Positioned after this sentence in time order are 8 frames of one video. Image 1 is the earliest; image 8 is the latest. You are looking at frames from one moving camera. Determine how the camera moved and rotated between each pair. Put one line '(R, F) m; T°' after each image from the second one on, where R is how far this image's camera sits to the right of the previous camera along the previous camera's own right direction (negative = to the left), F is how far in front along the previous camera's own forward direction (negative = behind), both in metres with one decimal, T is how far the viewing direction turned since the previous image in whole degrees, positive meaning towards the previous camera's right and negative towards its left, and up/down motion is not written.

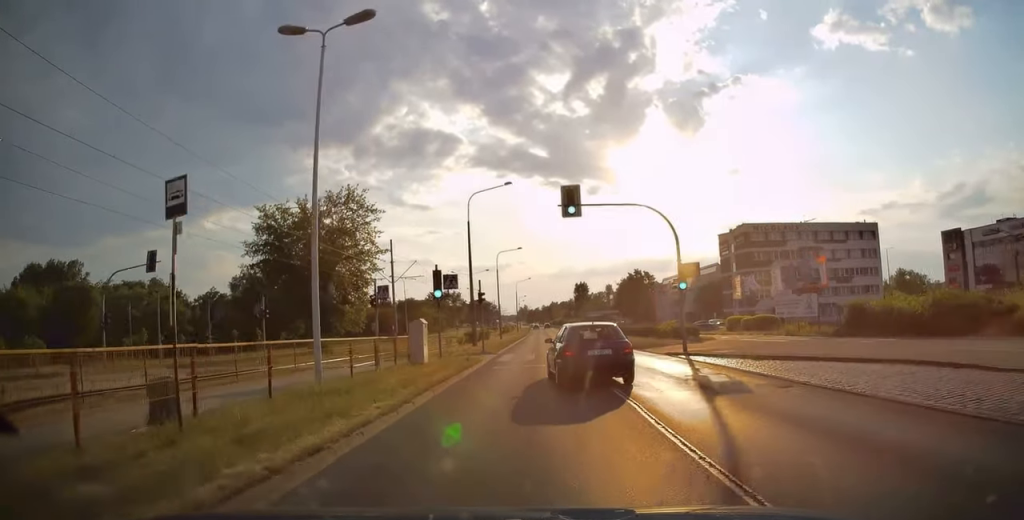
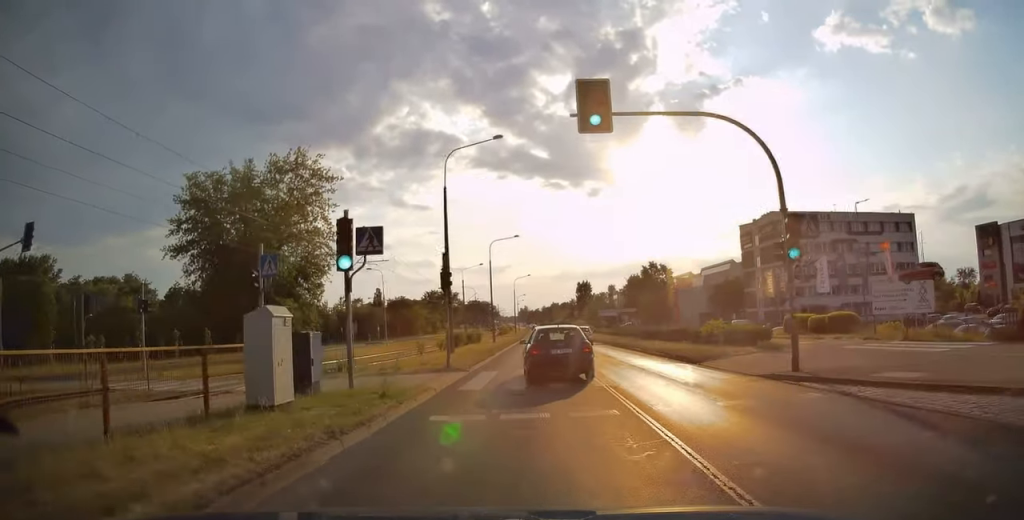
(-0.1, +11.3) m; 0°
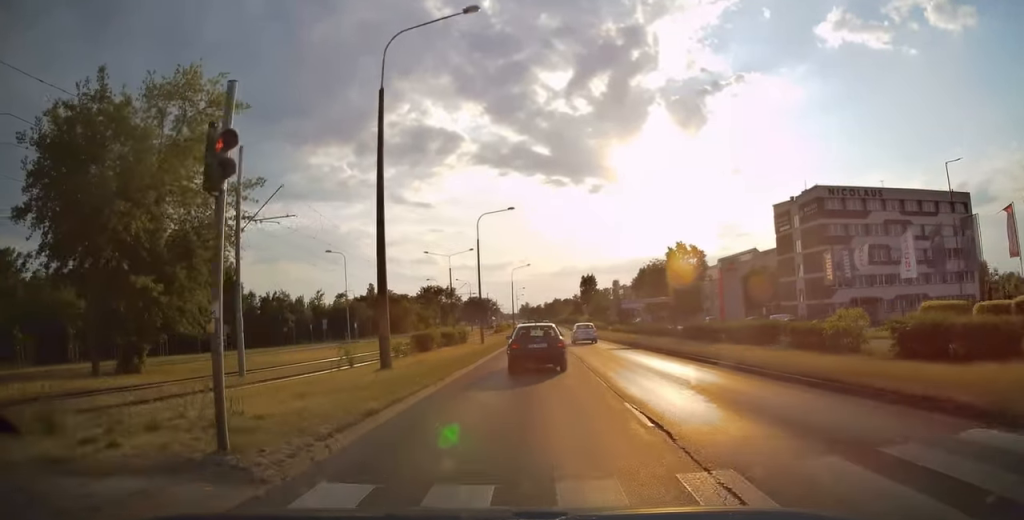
(0.0, +14.1) m; 0°
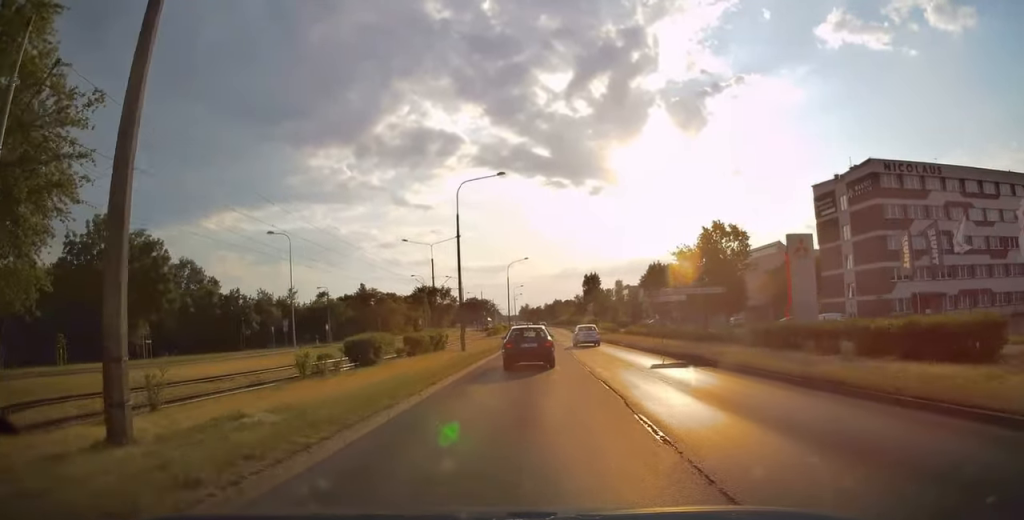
(0.0, +12.7) m; 0°
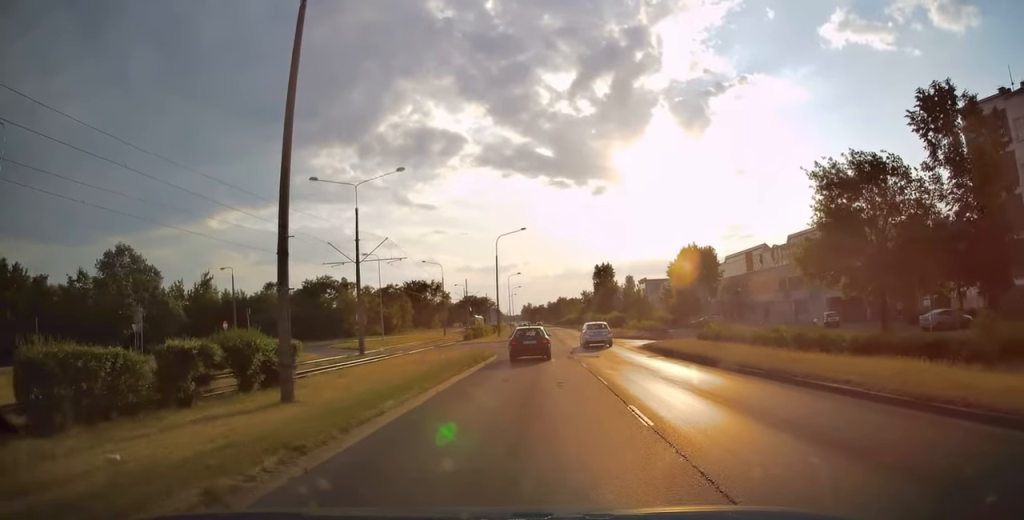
(+0.1, +27.2) m; 0°
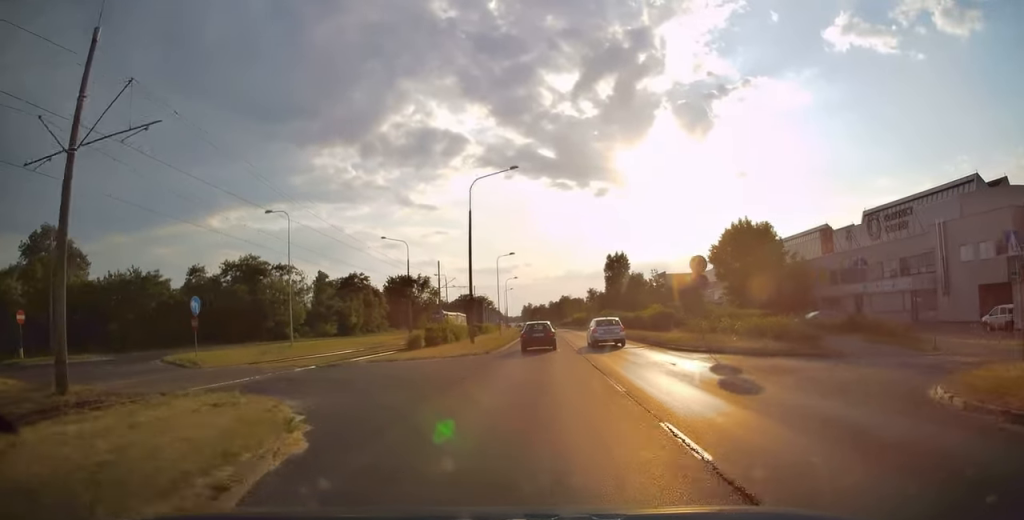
(-0.1, +24.4) m; -1°
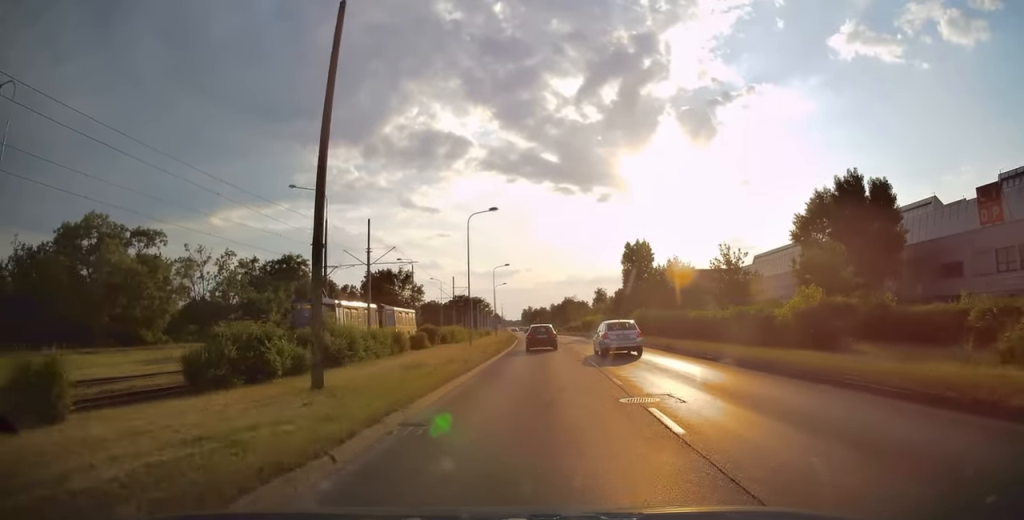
(-0.1, +24.8) m; 0°
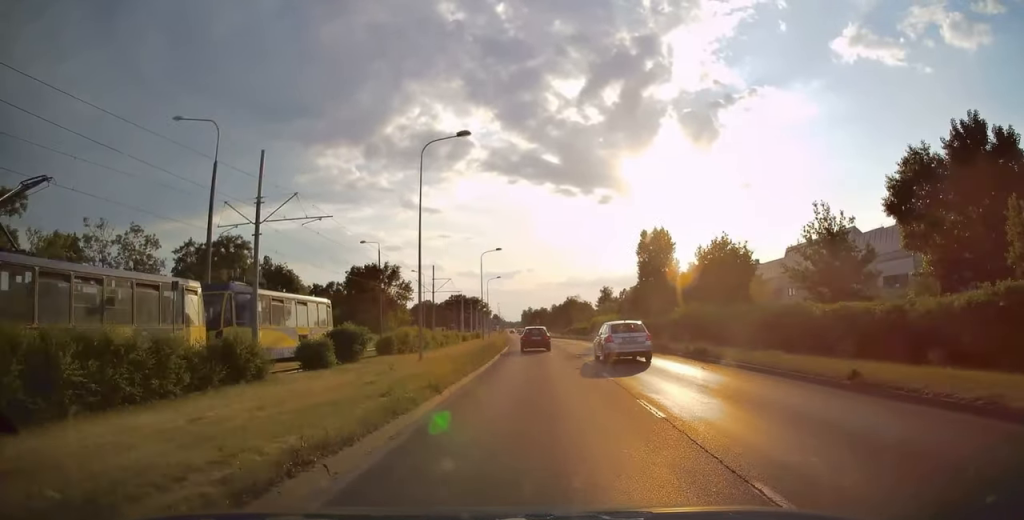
(+0.1, +14.2) m; 0°
